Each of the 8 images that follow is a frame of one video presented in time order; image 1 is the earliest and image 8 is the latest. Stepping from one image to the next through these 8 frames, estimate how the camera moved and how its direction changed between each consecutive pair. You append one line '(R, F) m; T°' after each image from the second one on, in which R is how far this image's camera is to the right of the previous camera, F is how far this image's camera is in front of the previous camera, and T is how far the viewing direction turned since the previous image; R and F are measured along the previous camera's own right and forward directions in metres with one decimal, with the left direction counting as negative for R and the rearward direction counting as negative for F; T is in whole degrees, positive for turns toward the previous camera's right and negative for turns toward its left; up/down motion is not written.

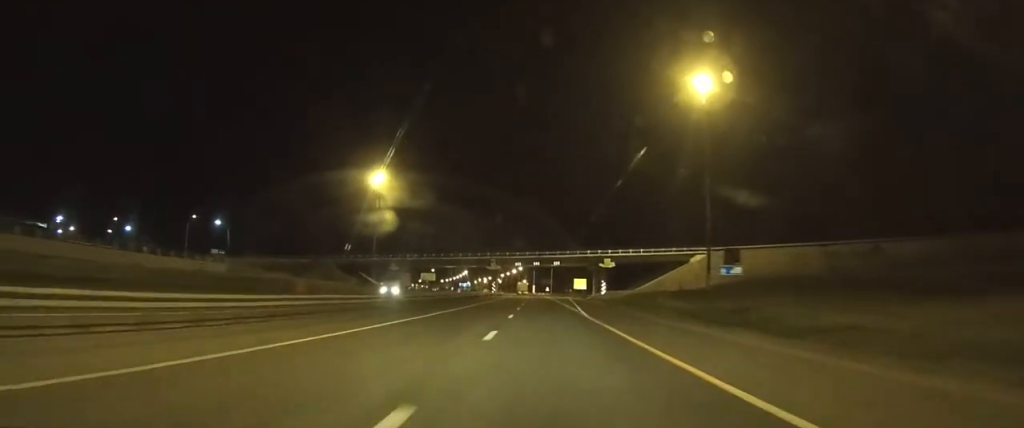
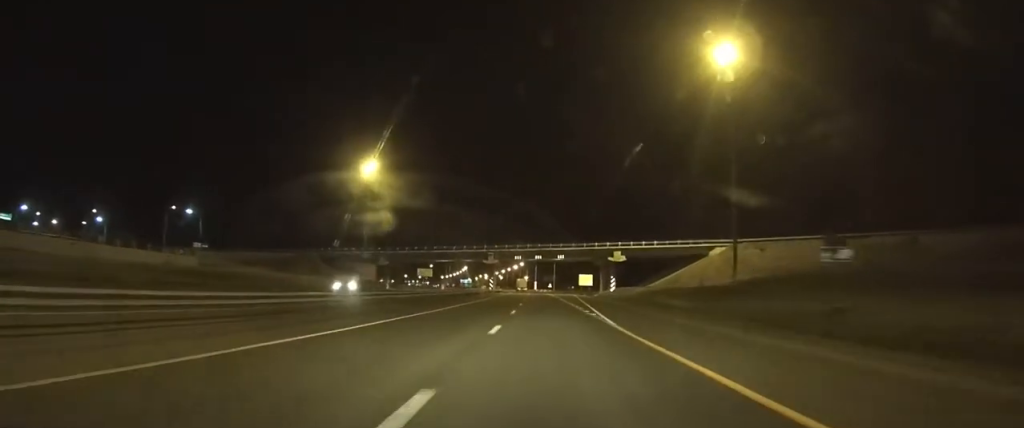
(-0.1, +11.0) m; -1°
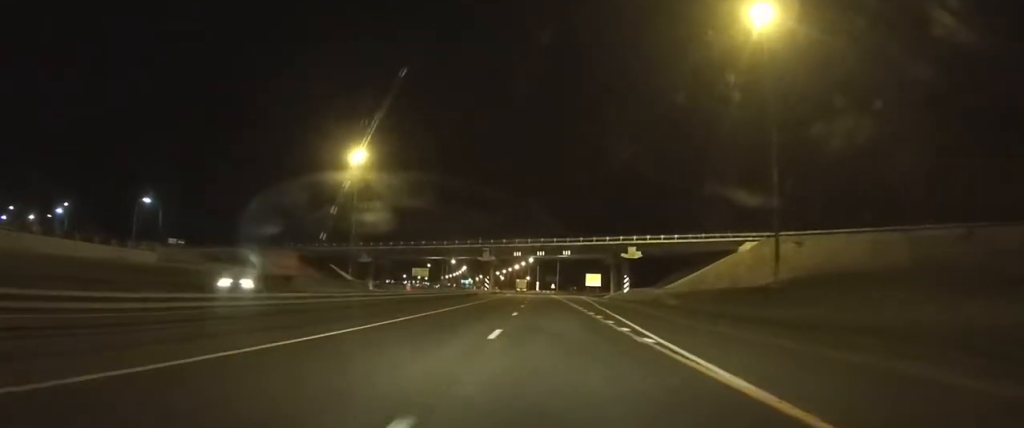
(-0.1, +13.3) m; 0°
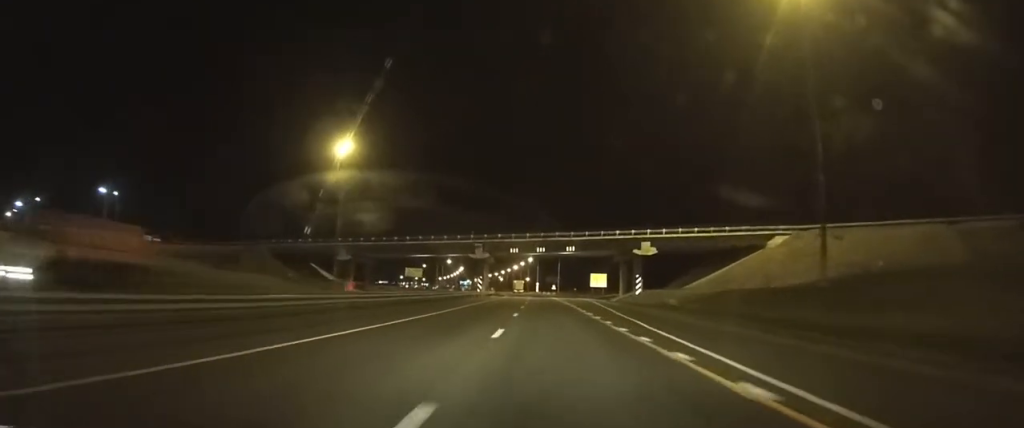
(0.0, +11.1) m; 0°
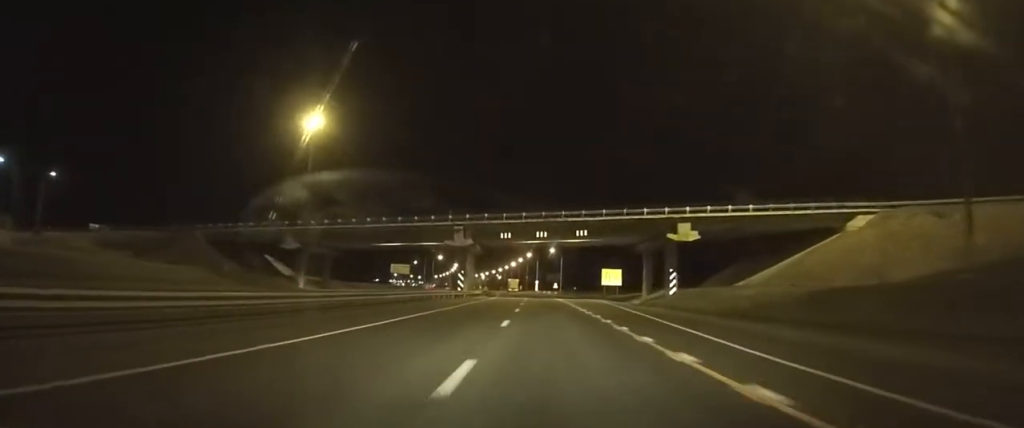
(0.0, +20.1) m; 0°
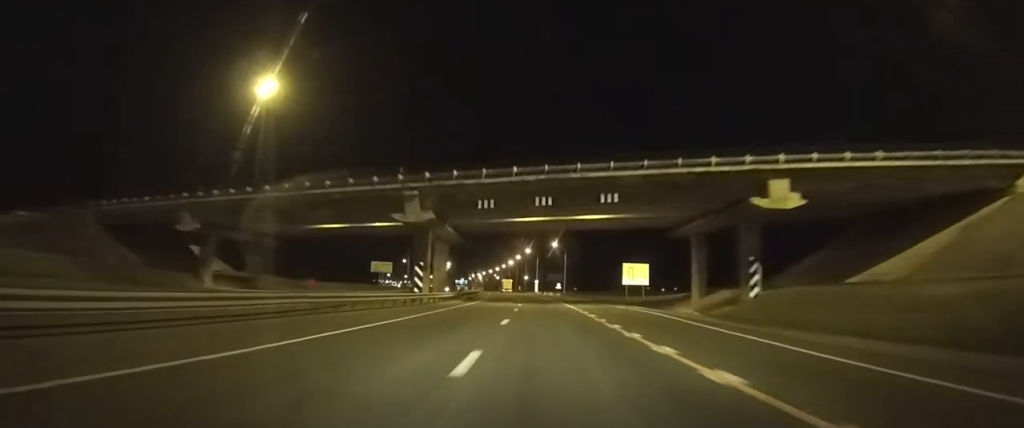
(-0.1, +22.4) m; 0°
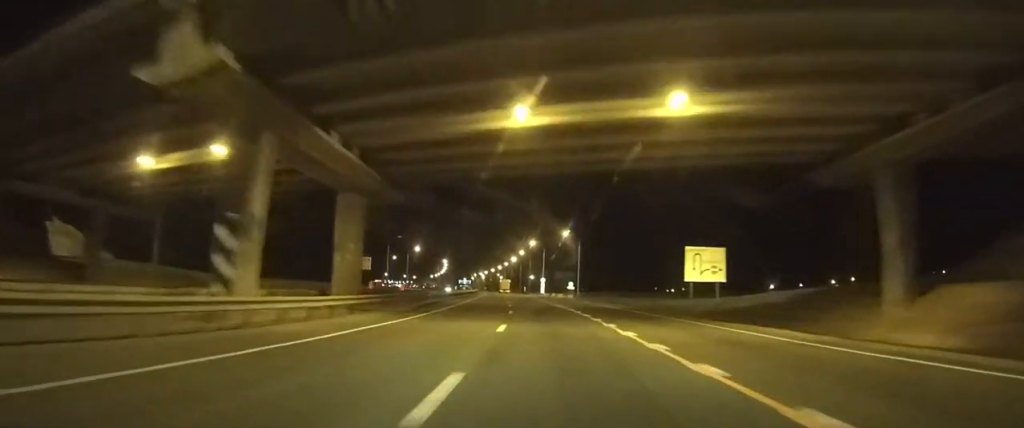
(0.0, +26.9) m; 0°
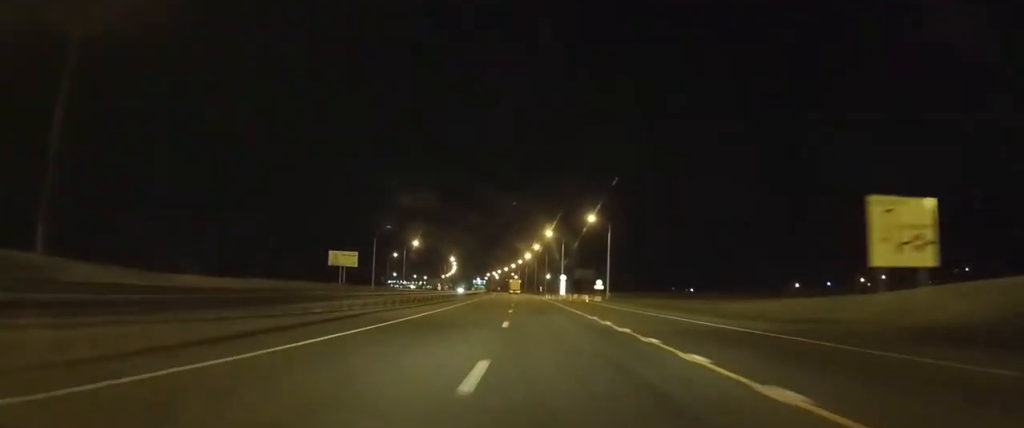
(-0.1, +22.4) m; -1°
